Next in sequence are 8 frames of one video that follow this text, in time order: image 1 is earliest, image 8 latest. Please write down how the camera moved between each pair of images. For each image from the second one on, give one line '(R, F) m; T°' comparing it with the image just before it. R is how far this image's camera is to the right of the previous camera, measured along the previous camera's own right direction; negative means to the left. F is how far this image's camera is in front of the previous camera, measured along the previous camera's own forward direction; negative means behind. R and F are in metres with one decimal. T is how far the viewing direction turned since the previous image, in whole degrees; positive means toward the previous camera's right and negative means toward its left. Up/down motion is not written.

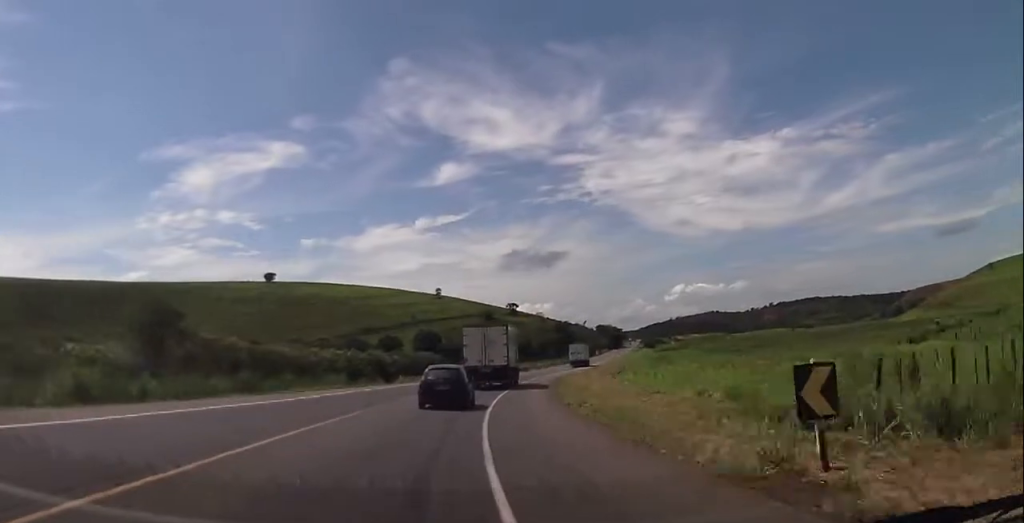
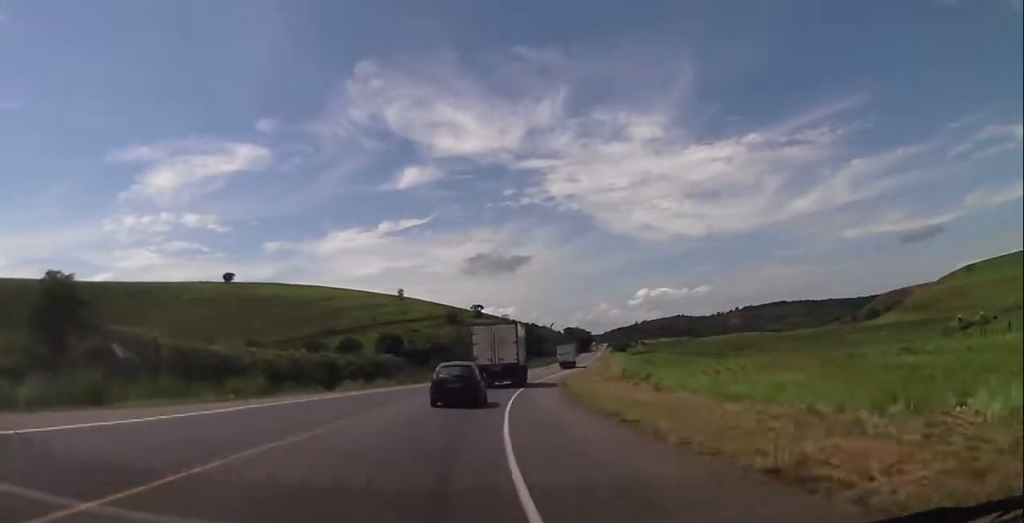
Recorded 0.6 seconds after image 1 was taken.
(+0.3, +15.7) m; +3°
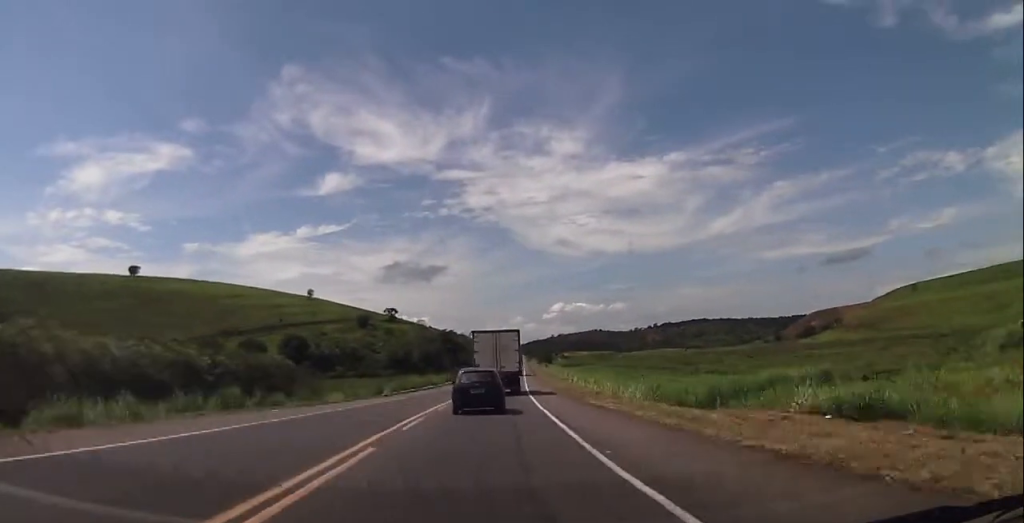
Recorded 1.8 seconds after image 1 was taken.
(+2.0, +32.8) m; +8°
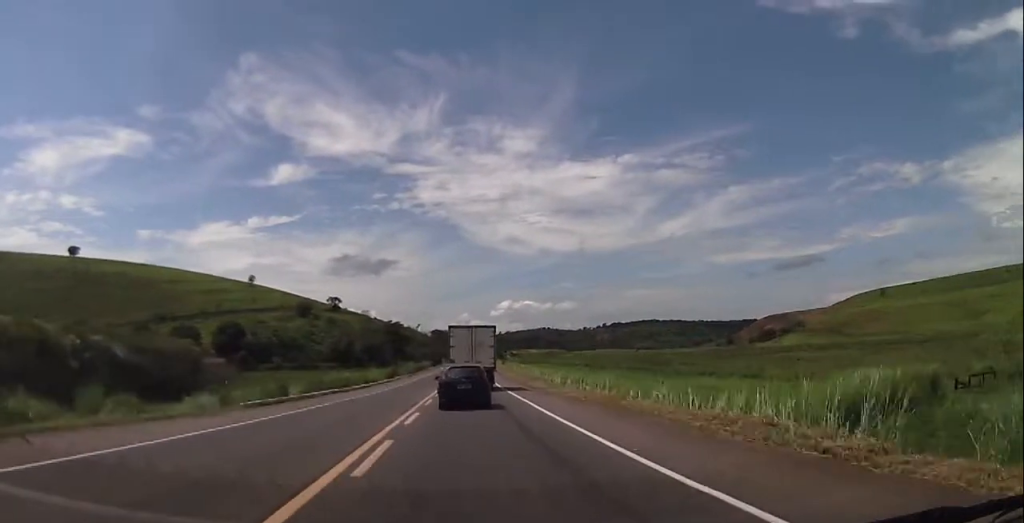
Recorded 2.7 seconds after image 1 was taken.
(+1.2, +23.4) m; +5°
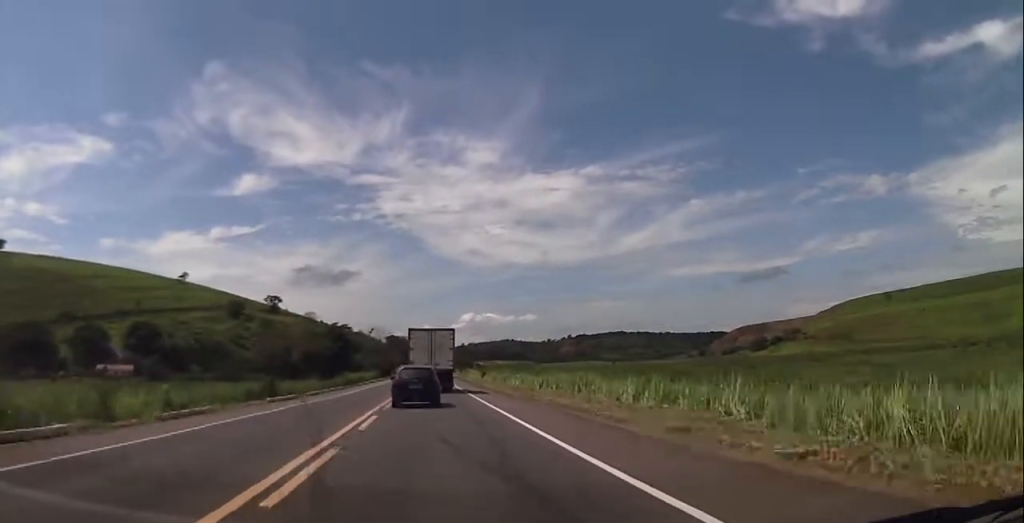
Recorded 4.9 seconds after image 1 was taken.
(+3.8, +58.6) m; +6°
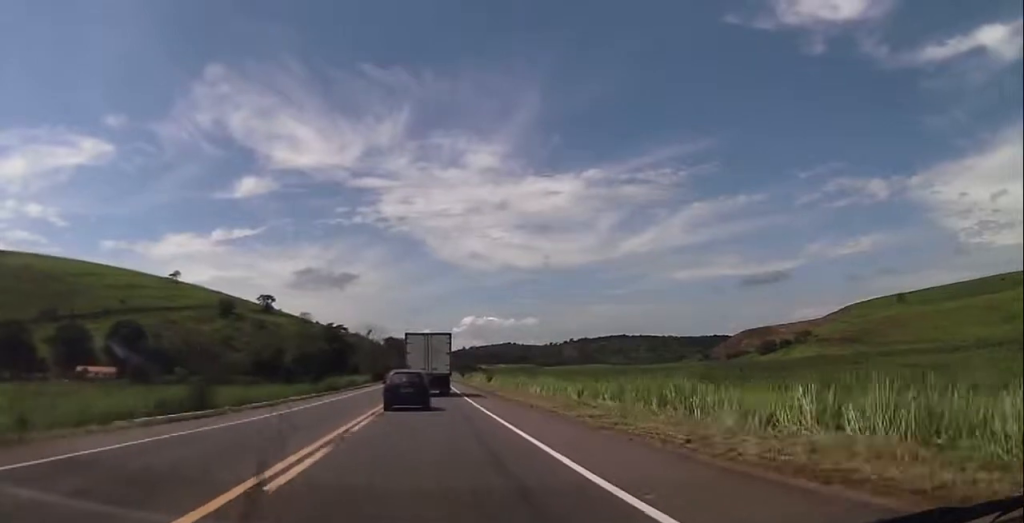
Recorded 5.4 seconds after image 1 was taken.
(+0.1, +15.5) m; +1°
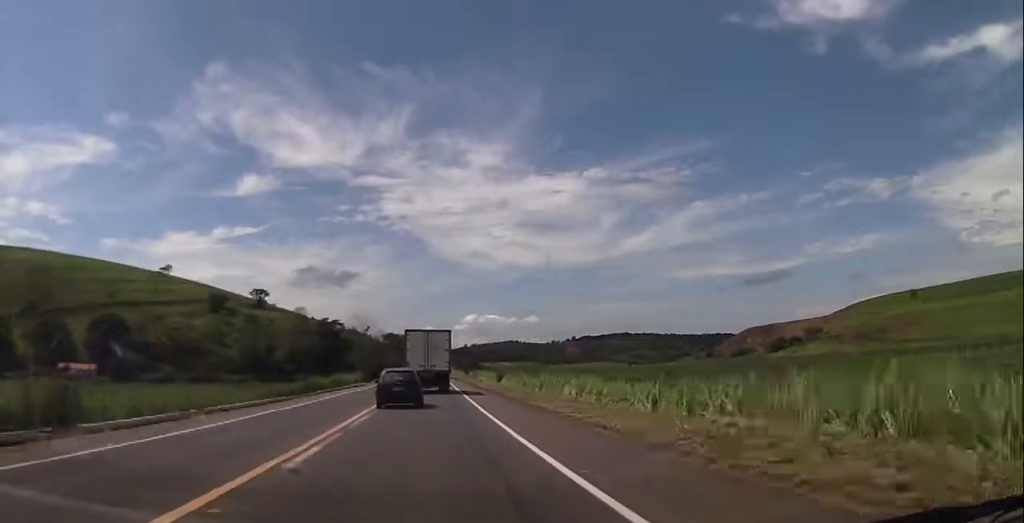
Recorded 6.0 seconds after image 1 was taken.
(+0.1, +14.8) m; 0°
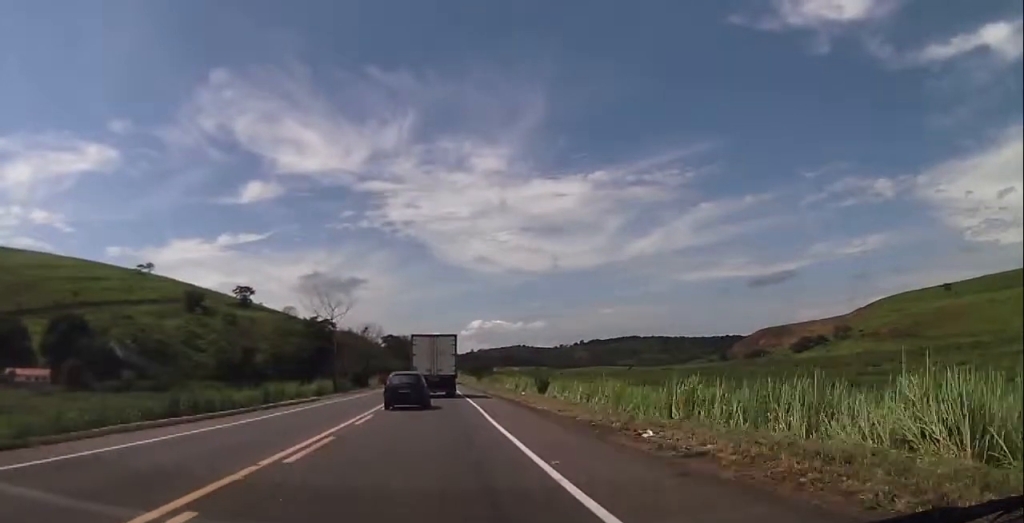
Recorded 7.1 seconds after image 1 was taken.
(-0.3, +33.0) m; 0°
